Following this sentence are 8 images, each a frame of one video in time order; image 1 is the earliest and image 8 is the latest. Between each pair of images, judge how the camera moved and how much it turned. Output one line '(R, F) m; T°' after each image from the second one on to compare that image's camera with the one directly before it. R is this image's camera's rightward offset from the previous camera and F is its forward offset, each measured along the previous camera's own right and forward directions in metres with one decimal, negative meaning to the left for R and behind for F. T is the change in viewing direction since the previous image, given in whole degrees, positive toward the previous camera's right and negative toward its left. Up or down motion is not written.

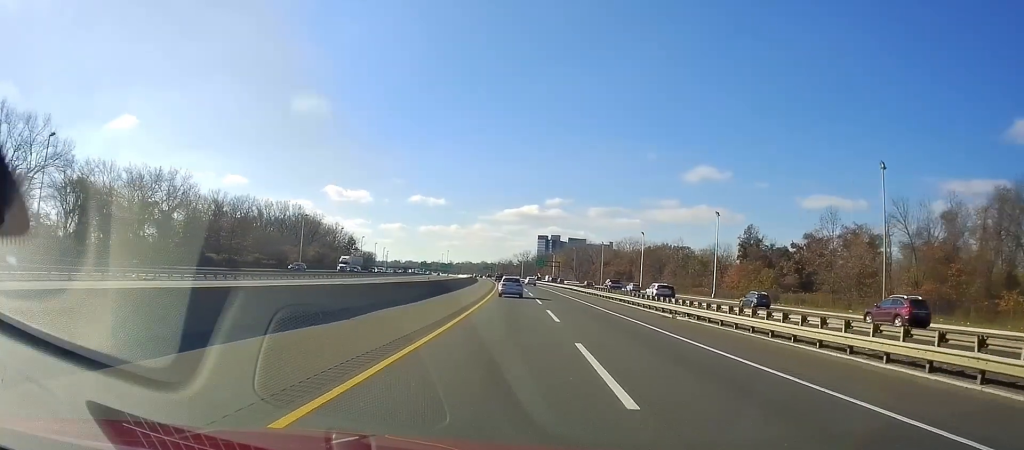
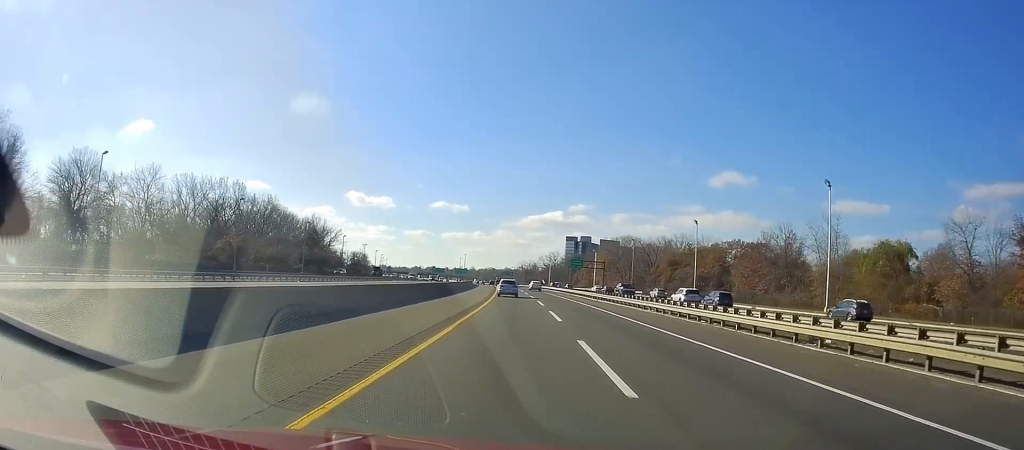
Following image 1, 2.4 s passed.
(-1.9, +75.3) m; -2°
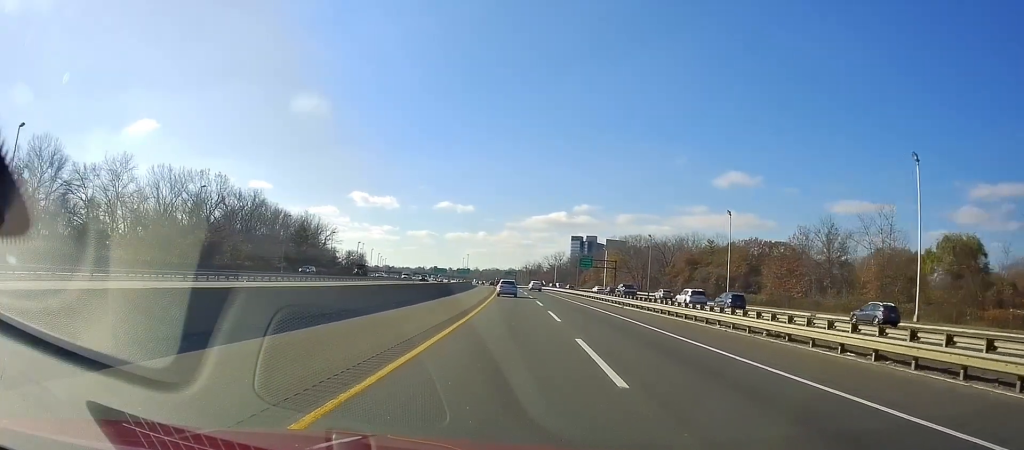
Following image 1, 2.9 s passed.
(-0.2, +14.6) m; 0°
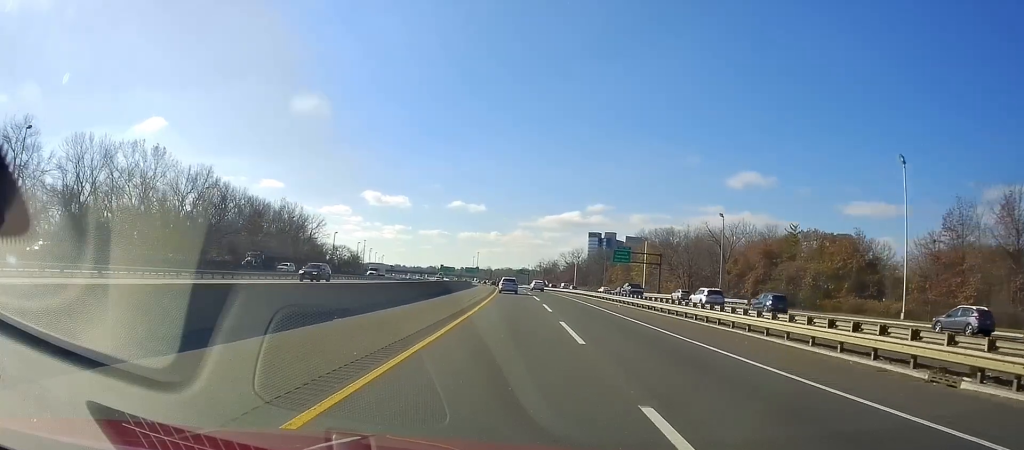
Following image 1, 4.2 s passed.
(+0.1, +39.7) m; -1°
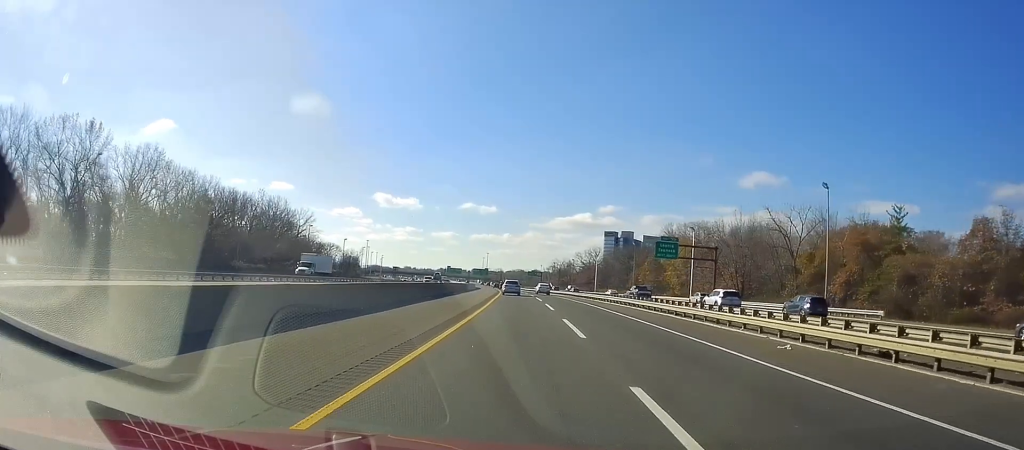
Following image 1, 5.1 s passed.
(-0.7, +29.3) m; -2°
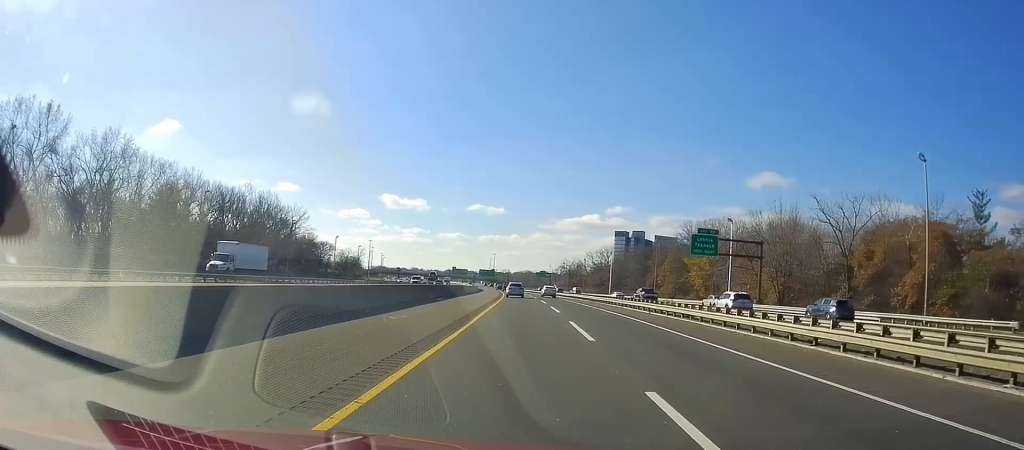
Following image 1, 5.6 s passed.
(-0.4, +15.8) m; 0°
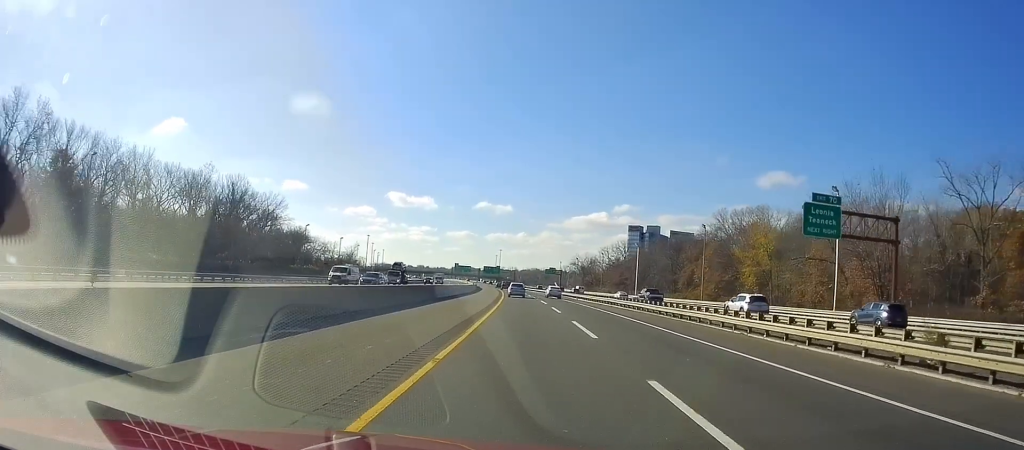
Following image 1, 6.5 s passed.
(+0.2, +29.4) m; 0°
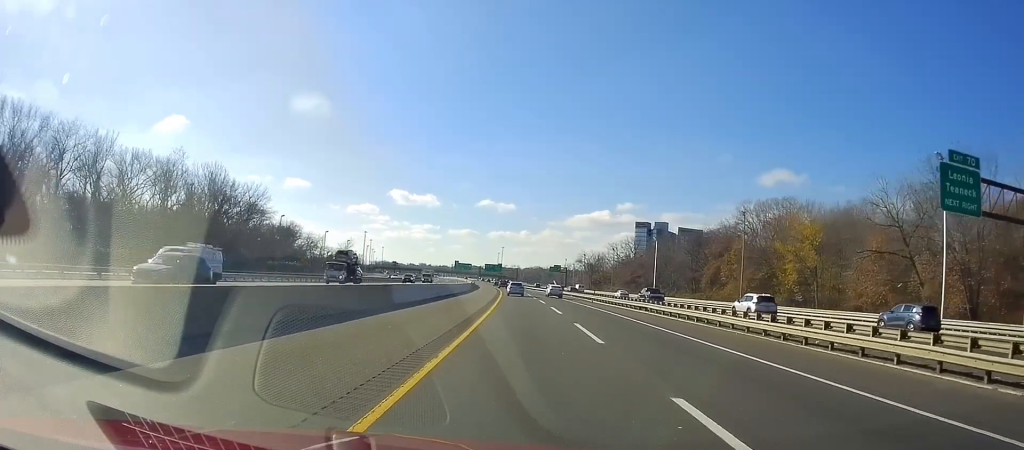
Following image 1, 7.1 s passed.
(0.0, +16.8) m; 0°
